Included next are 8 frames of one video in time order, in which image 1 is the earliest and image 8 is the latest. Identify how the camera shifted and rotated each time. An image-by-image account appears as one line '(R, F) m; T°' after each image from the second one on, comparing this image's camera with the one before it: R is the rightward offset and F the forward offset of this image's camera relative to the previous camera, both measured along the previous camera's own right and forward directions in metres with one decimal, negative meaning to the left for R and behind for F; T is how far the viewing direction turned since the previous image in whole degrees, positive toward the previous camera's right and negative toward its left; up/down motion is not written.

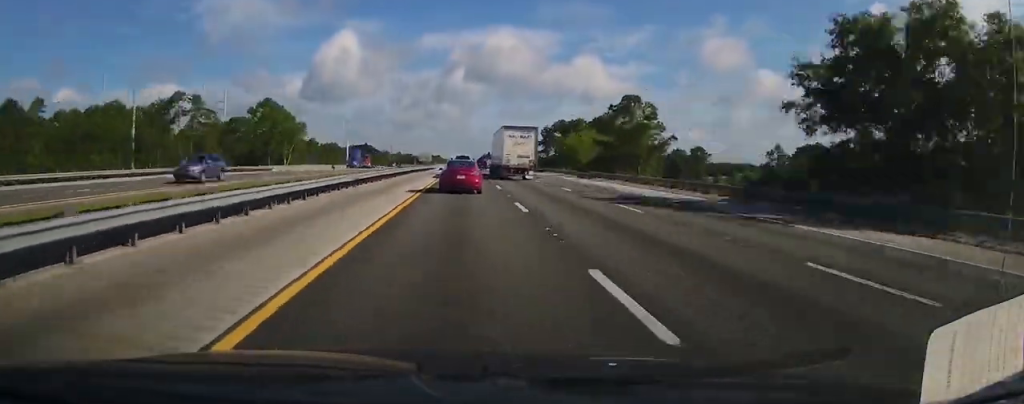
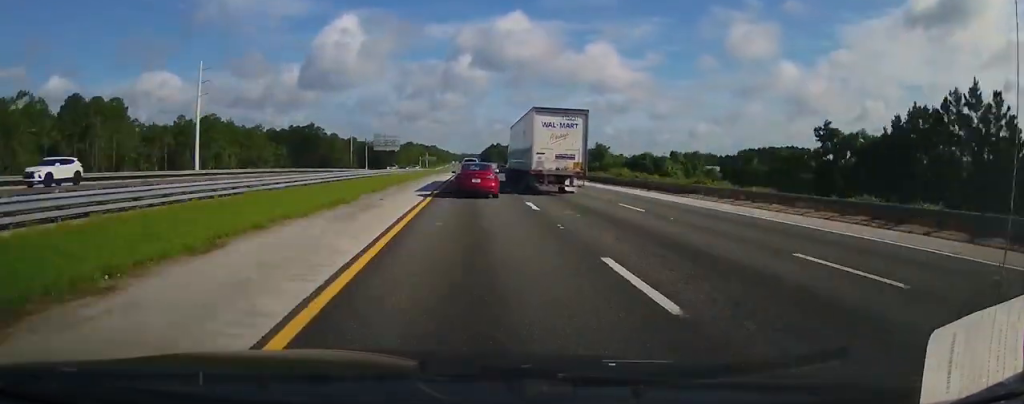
(+0.7, +182.3) m; 0°
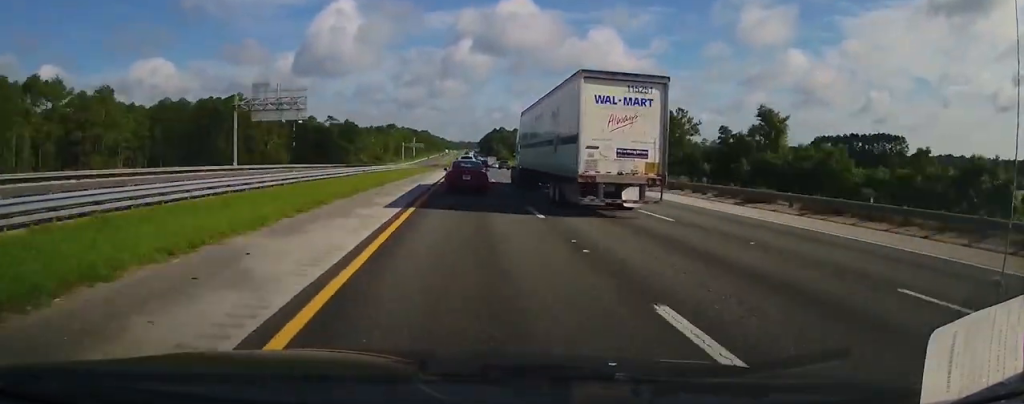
(-0.2, +100.4) m; 0°
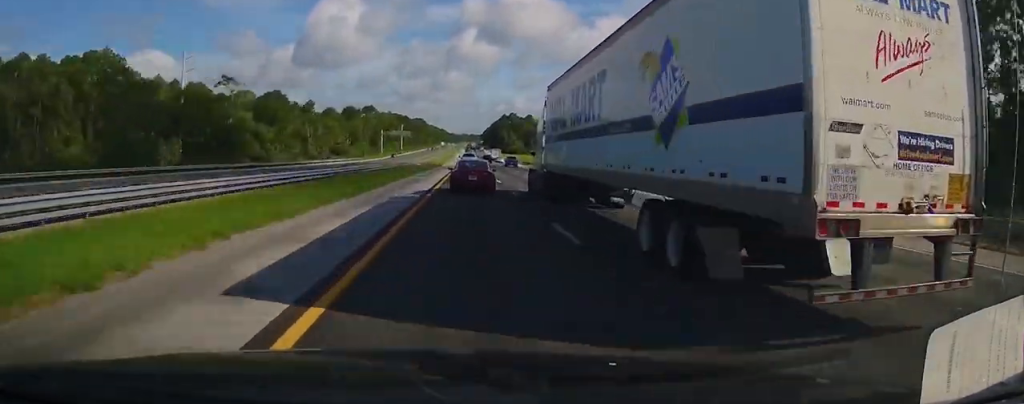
(-0.3, +86.9) m; 0°
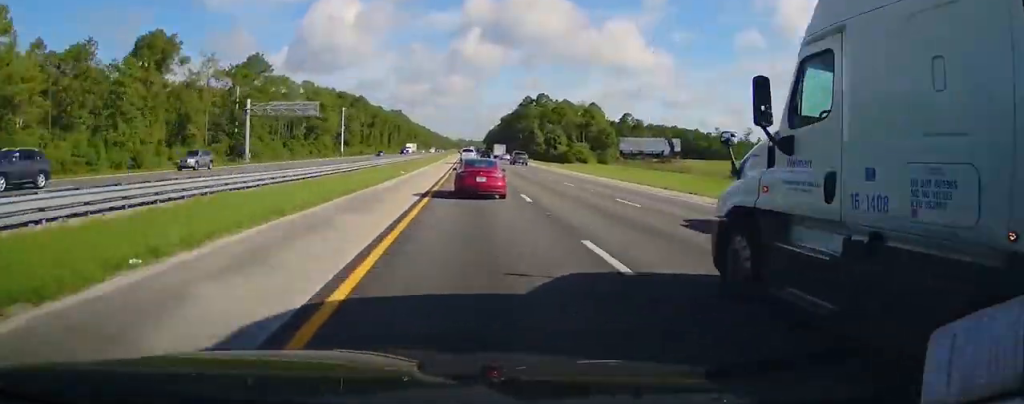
(-0.1, +141.0) m; 0°
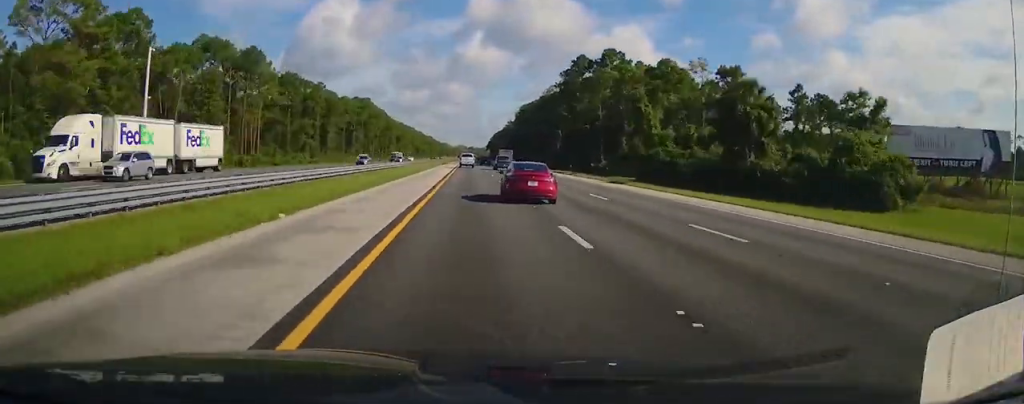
(+0.3, +99.4) m; +1°
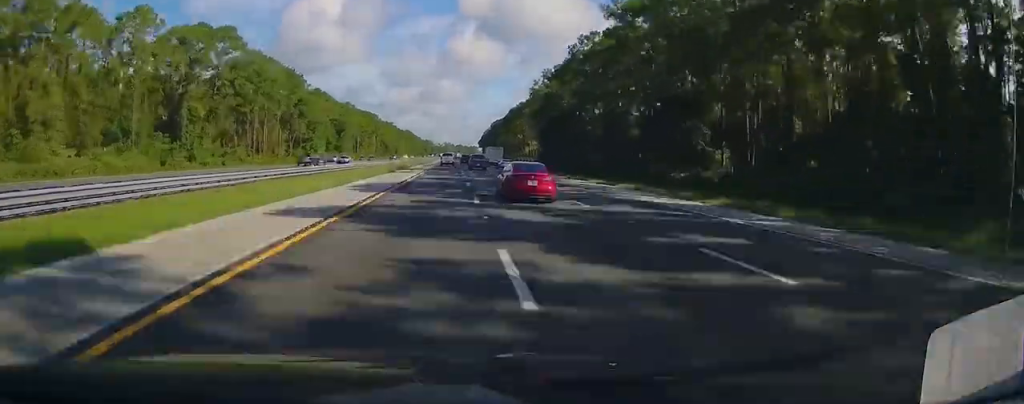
(+1.0, +110.4) m; 0°
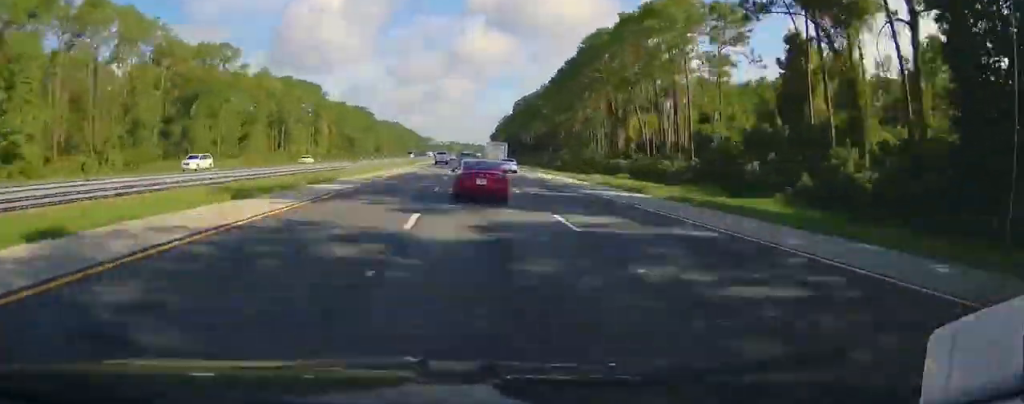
(-0.3, +94.4) m; 0°
